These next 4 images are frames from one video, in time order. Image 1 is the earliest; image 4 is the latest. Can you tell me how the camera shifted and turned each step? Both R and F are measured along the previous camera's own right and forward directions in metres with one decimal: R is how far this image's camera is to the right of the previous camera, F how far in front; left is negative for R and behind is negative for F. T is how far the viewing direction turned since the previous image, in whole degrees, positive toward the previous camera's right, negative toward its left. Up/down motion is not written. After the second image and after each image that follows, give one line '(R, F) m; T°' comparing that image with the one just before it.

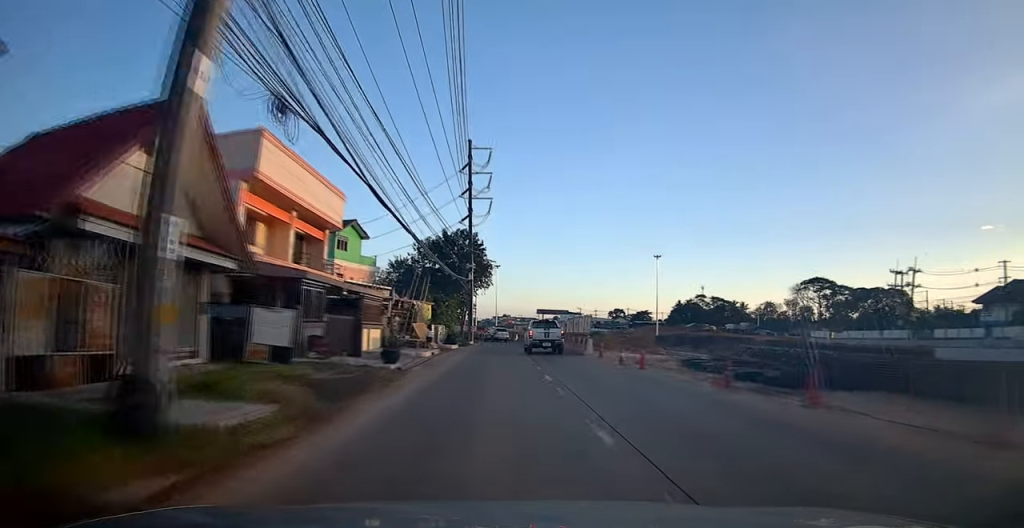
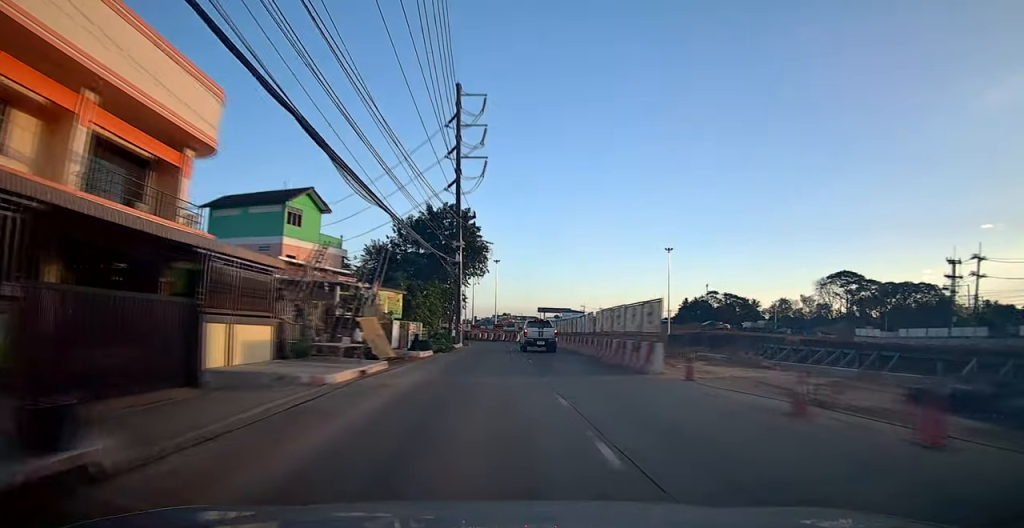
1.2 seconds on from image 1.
(-0.1, +13.0) m; 0°
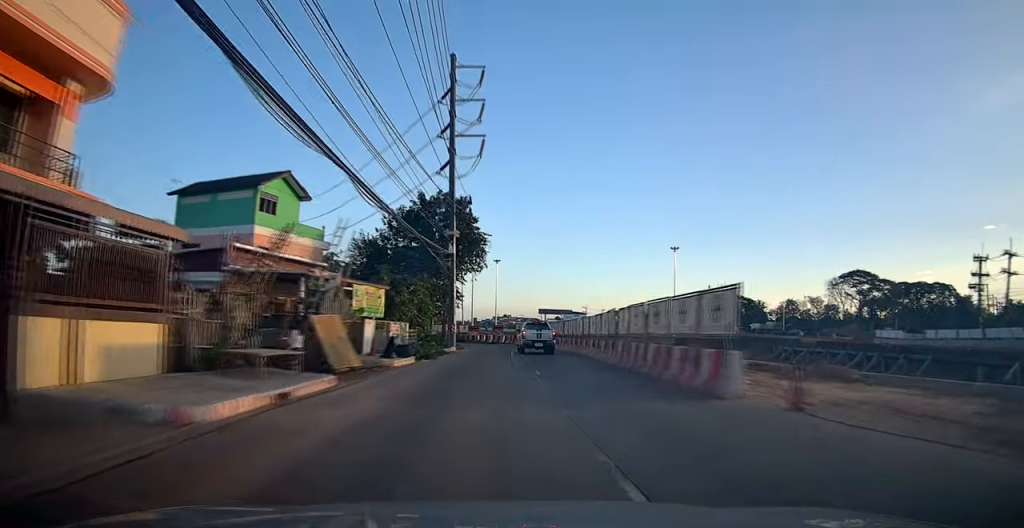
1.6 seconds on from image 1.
(0.0, +5.2) m; 0°
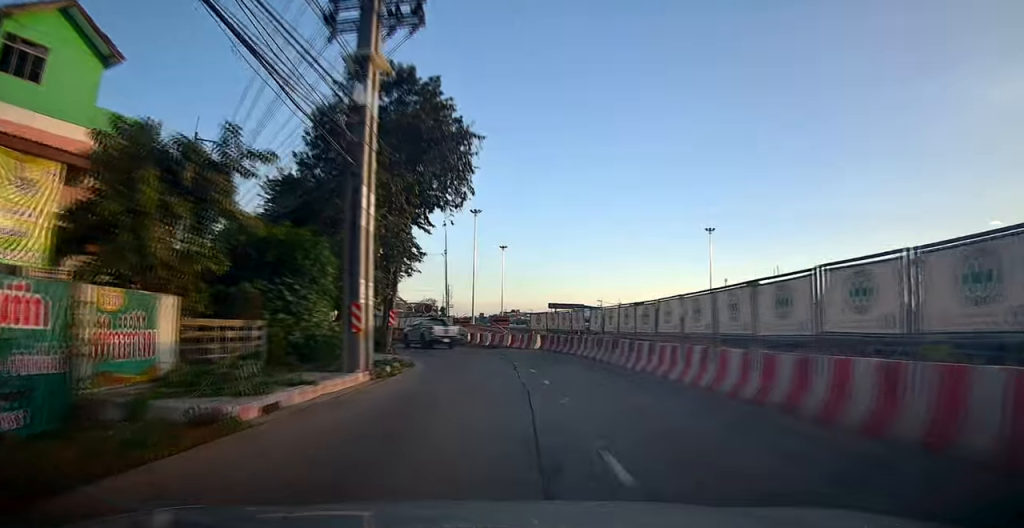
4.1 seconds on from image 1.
(+0.9, +24.5) m; +2°
